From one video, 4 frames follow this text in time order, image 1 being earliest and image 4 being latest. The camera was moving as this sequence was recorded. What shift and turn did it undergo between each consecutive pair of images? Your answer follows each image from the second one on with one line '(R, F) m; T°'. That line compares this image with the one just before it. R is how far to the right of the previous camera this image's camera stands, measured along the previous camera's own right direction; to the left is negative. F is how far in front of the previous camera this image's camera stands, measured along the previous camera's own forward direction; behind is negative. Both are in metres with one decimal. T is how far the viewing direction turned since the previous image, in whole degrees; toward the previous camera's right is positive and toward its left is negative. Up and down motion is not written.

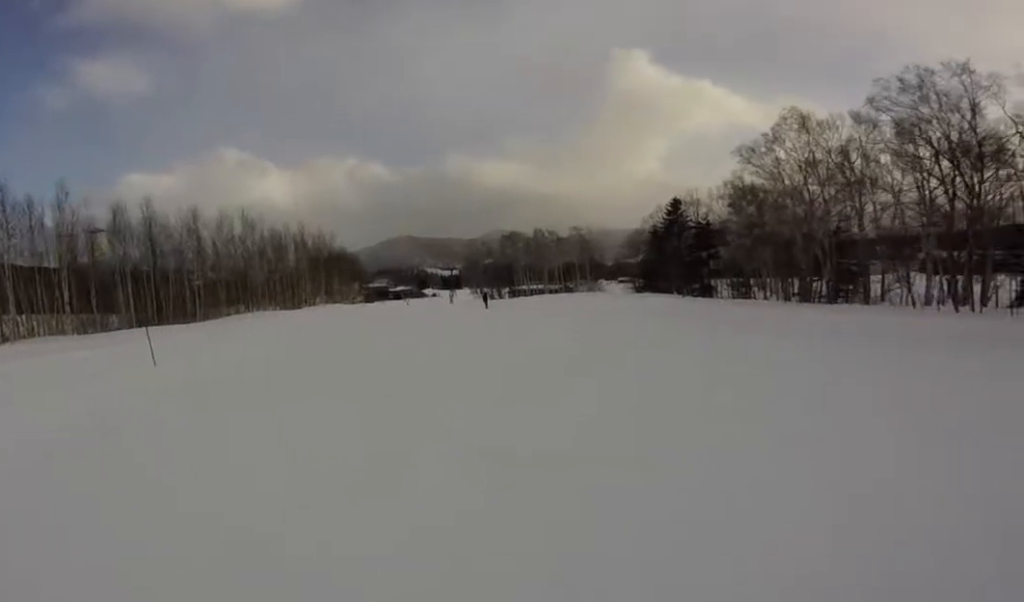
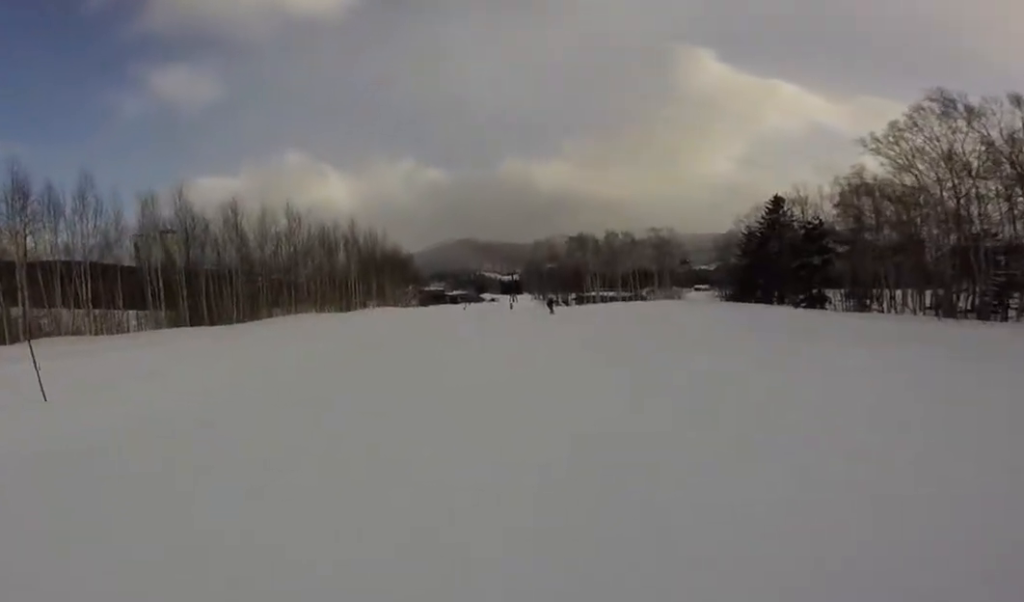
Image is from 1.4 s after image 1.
(+0.9, +5.7) m; +2°
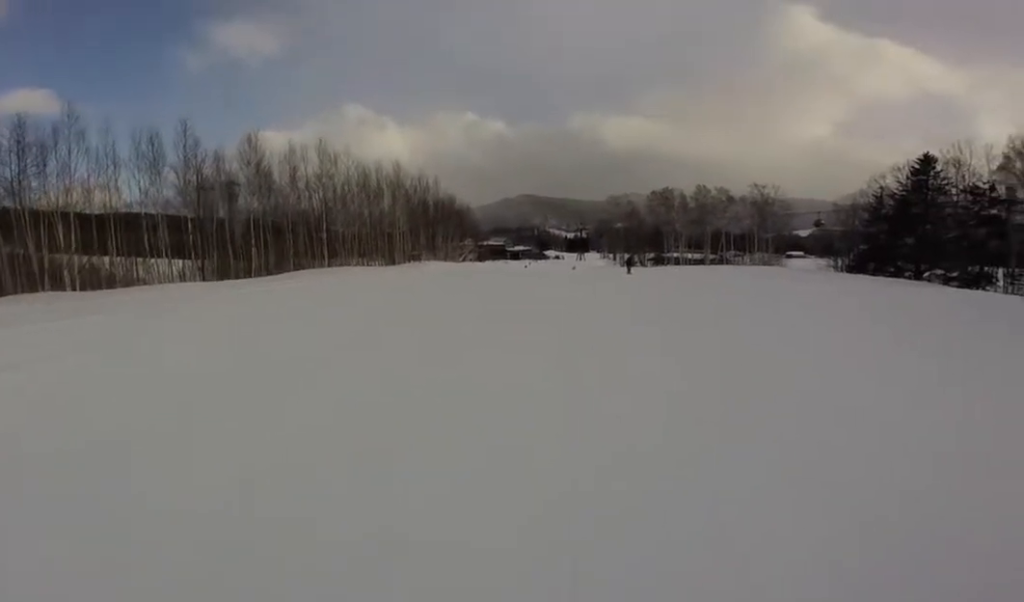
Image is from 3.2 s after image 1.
(-1.7, +7.0) m; -17°
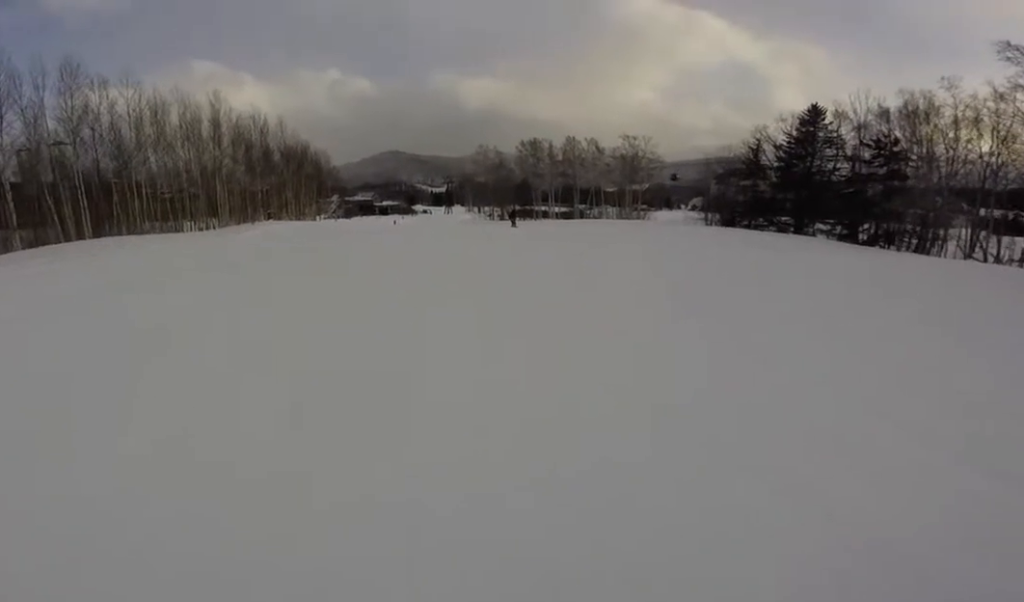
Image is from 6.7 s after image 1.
(+3.3, +14.0) m; +8°
